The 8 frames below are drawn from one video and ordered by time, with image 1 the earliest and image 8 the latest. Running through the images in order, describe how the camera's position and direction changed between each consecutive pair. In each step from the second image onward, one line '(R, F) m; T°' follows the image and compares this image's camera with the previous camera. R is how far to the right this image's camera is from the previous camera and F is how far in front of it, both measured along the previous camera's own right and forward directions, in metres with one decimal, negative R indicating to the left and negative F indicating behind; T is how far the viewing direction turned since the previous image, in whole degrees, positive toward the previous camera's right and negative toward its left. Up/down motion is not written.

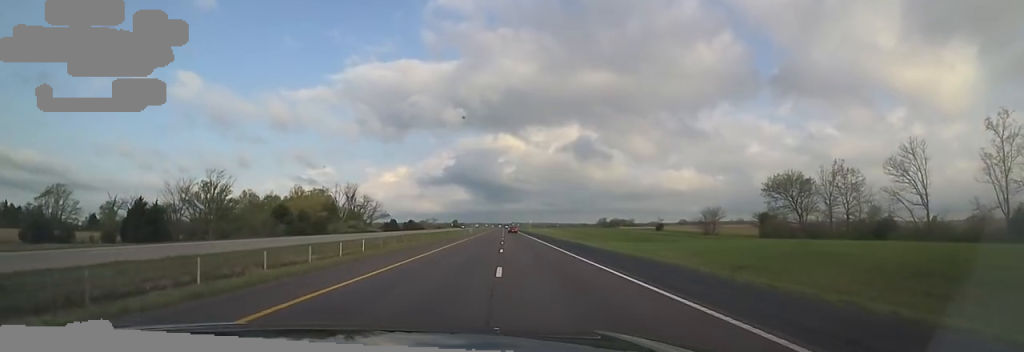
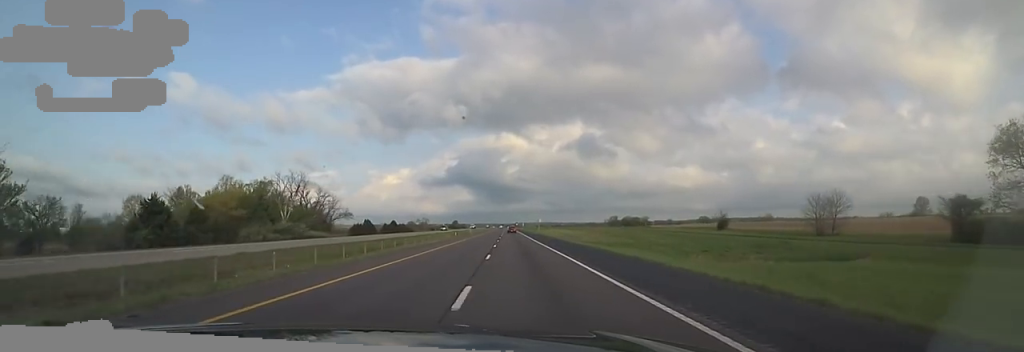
(-0.3, +41.8) m; 0°
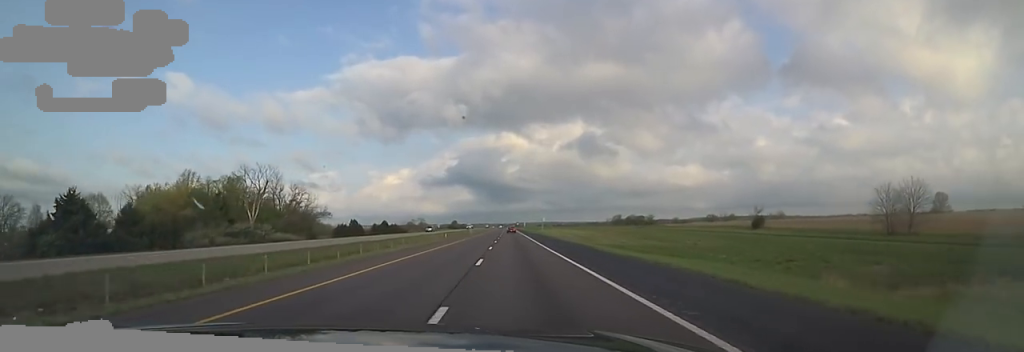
(+0.2, +15.1) m; 0°
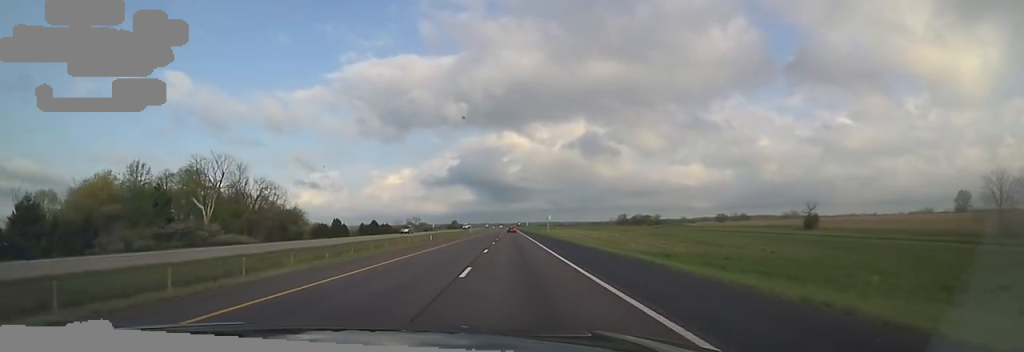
(0.0, +16.3) m; -1°
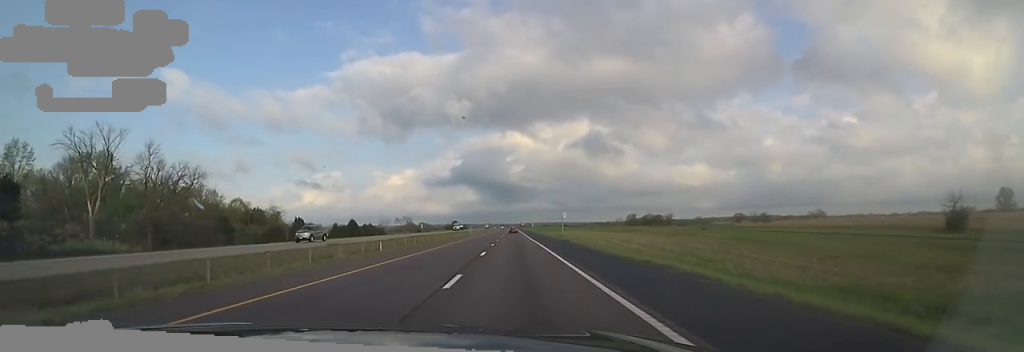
(0.0, +26.9) m; -2°
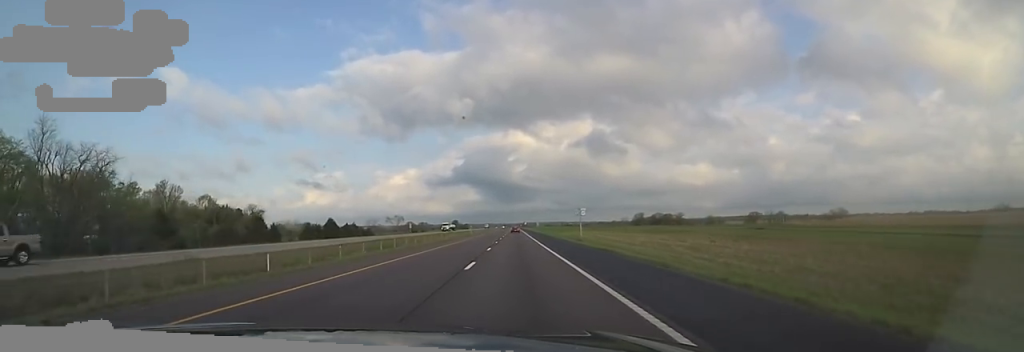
(-0.8, +19.8) m; 0°
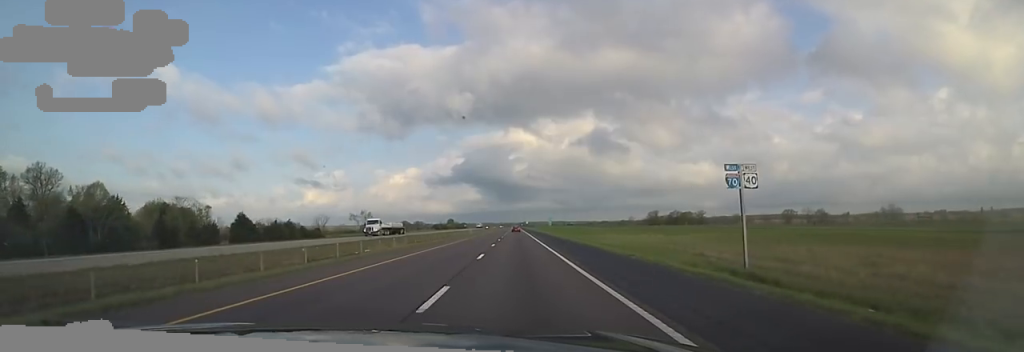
(+0.6, +44.3) m; +2°
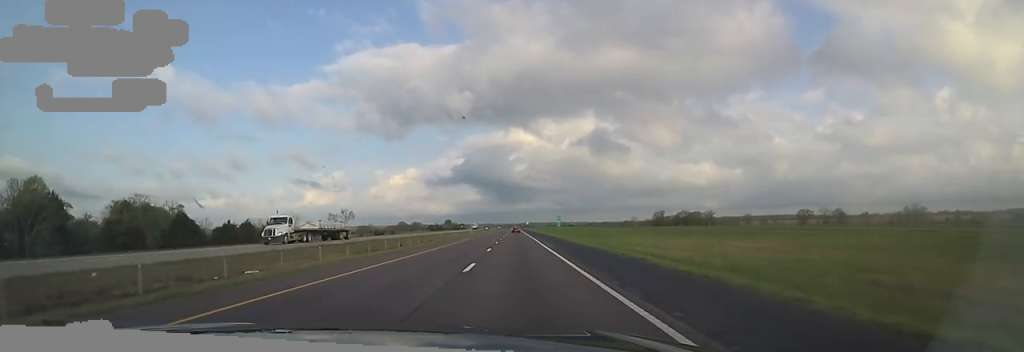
(+0.1, +17.5) m; 0°
